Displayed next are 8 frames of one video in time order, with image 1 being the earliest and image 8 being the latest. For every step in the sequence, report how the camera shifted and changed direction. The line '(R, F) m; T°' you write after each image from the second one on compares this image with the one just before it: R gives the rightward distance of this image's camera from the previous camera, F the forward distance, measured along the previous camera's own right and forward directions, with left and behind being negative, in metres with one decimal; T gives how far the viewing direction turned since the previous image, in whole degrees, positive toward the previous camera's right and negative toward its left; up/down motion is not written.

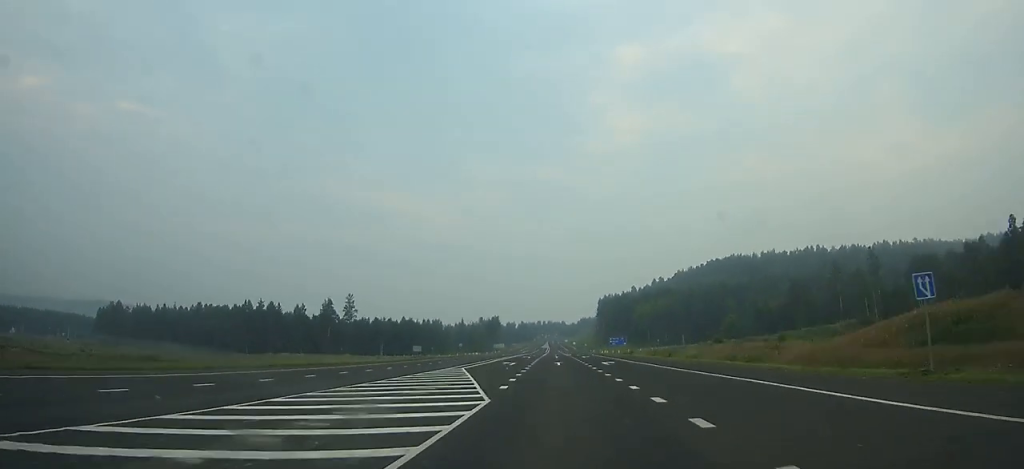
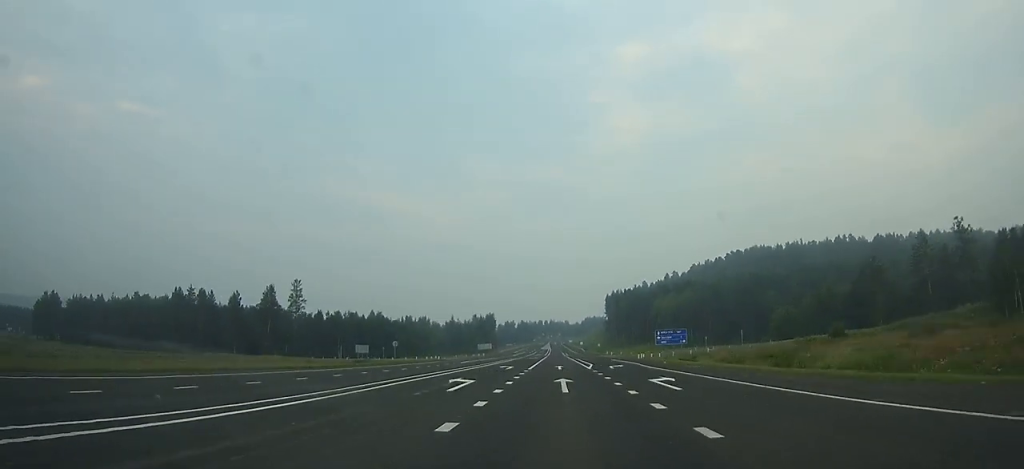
(-0.2, +53.1) m; 0°
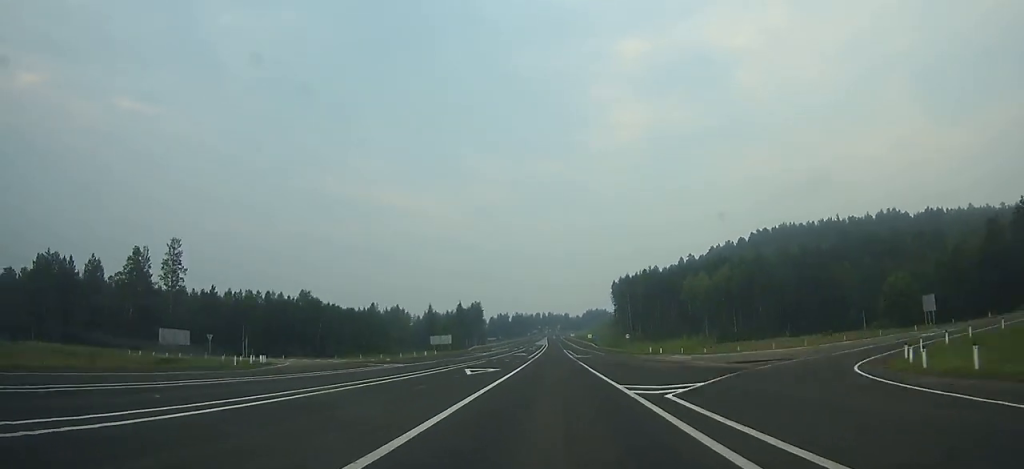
(-0.1, +66.2) m; 0°
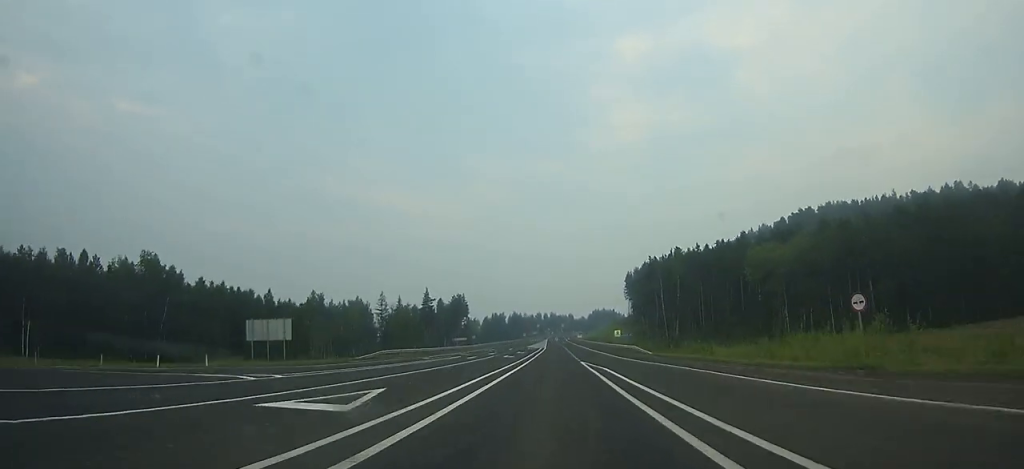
(-0.1, +67.8) m; 0°
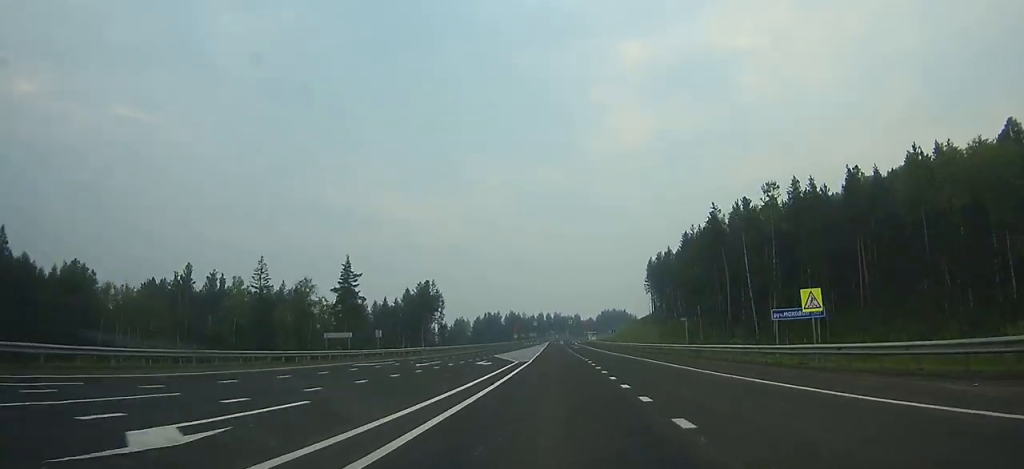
(-0.2, +69.7) m; 0°
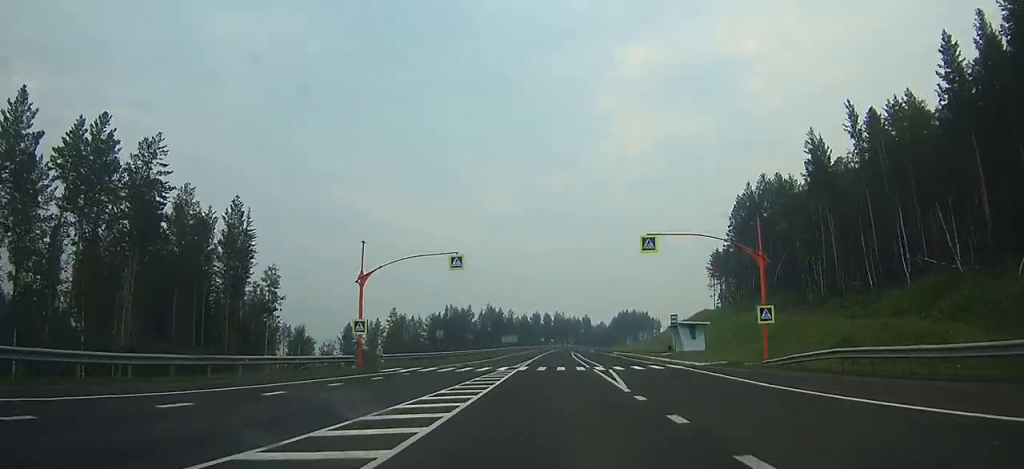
(-0.6, +143.8) m; 0°
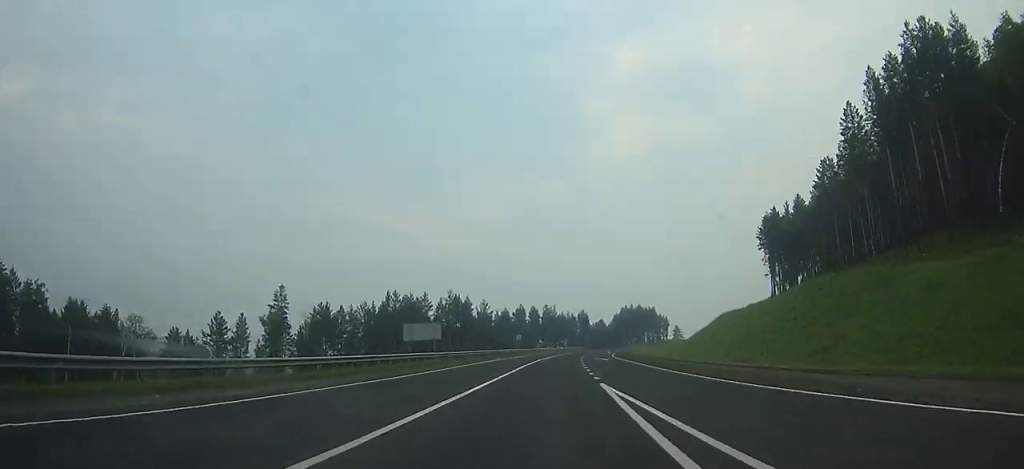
(+0.7, +75.3) m; +2°
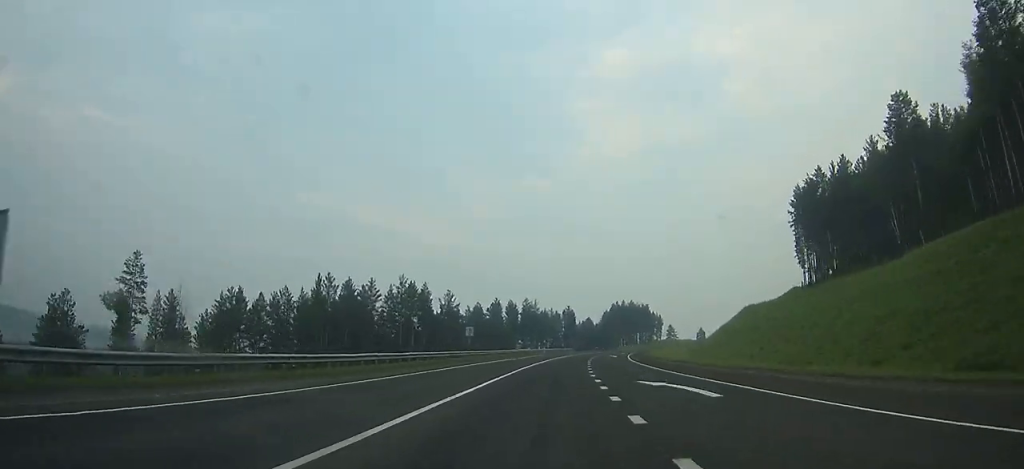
(+0.8, +40.4) m; +2°
